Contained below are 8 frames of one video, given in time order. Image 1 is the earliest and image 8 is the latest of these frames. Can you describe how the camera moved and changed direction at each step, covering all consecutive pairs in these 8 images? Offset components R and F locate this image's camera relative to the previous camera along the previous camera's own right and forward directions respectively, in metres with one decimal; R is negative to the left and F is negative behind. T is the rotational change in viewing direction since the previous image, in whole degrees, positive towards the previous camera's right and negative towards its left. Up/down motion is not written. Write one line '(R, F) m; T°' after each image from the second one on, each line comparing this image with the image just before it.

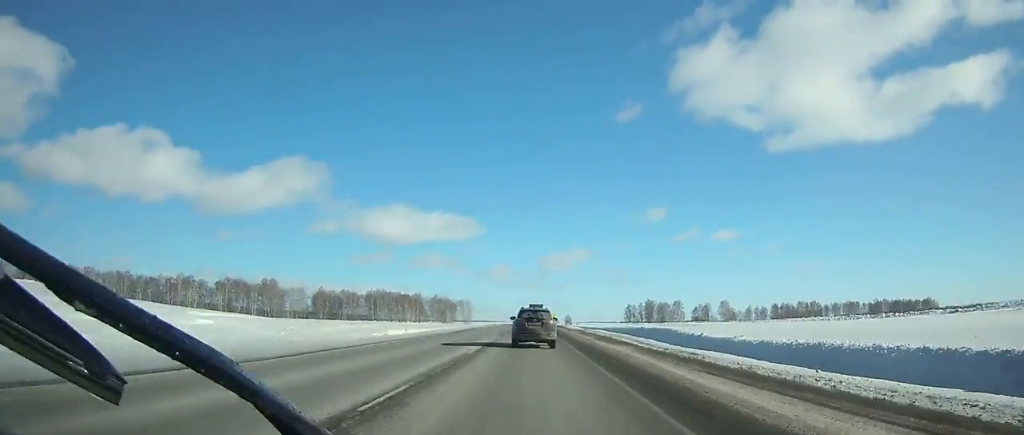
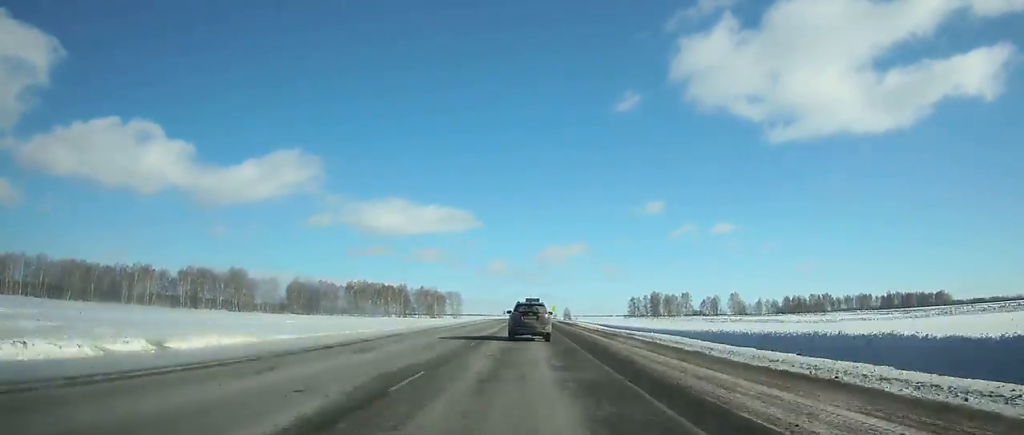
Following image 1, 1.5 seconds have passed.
(+0.1, +34.9) m; 0°
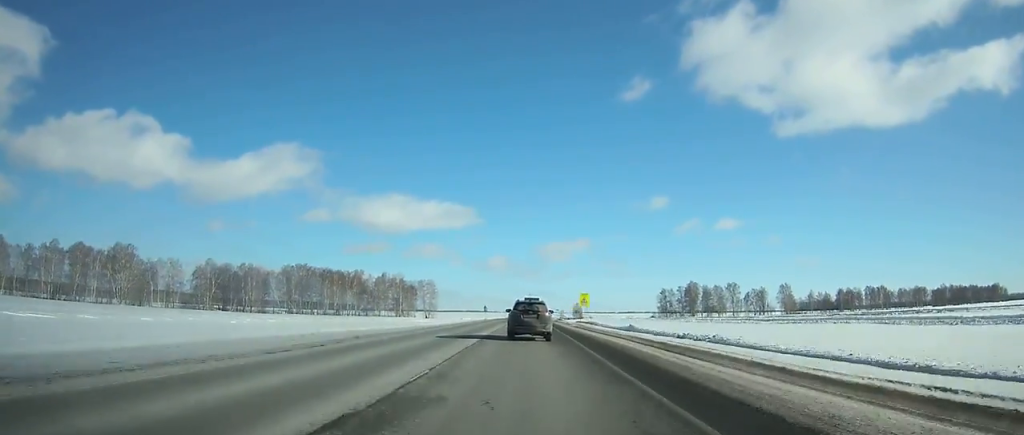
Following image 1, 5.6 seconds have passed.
(-0.2, +96.0) m; 0°
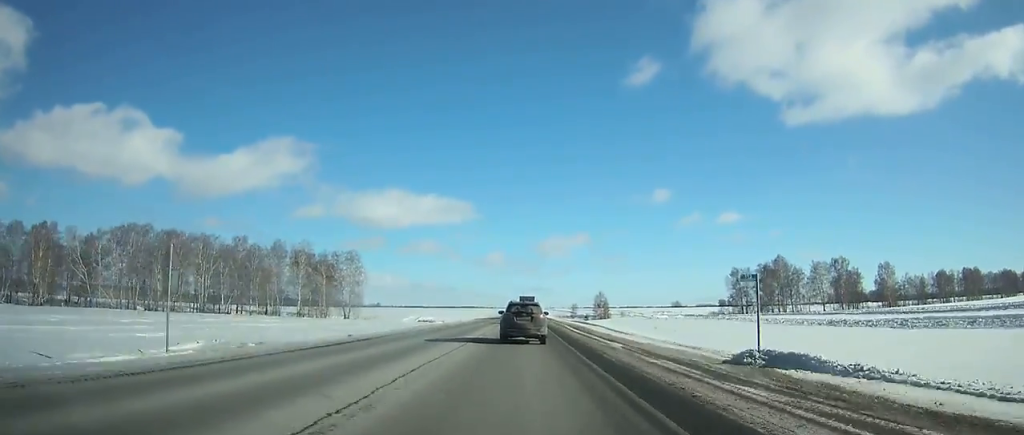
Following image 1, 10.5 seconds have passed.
(+0.5, +113.9) m; 0°
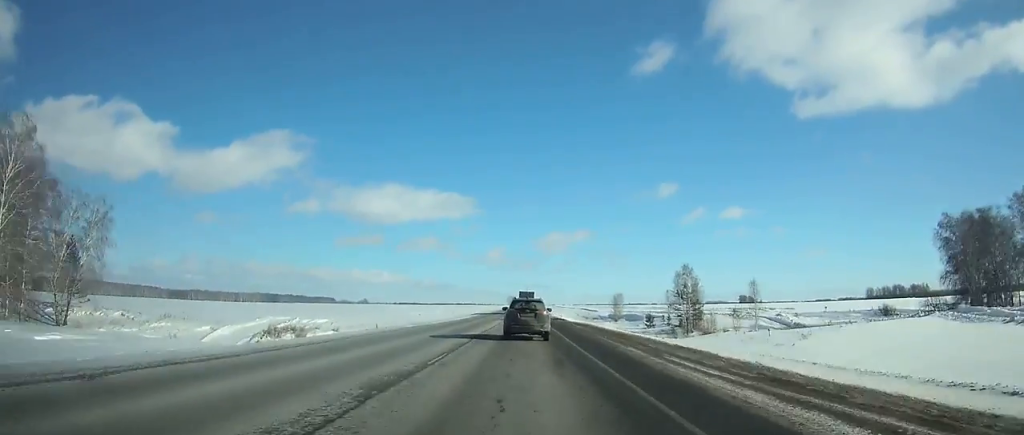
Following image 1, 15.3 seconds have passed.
(0.0, +110.0) m; 0°
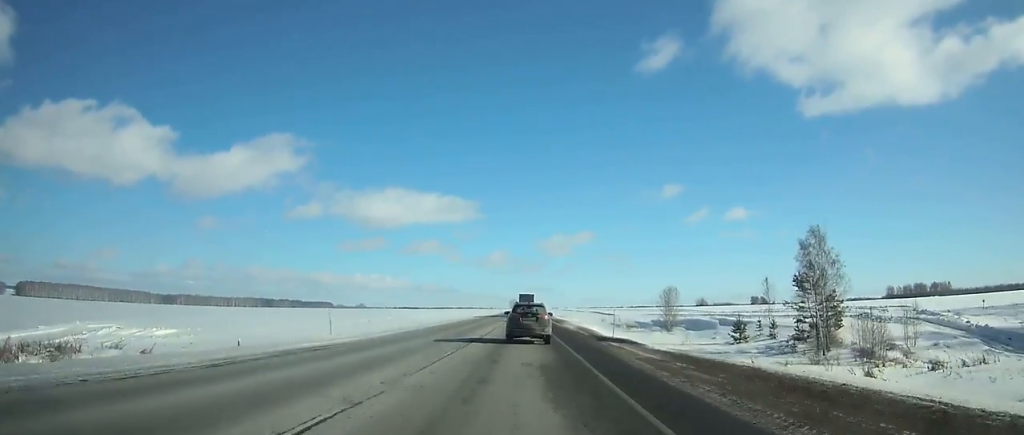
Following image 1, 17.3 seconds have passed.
(+0.1, +45.8) m; 0°
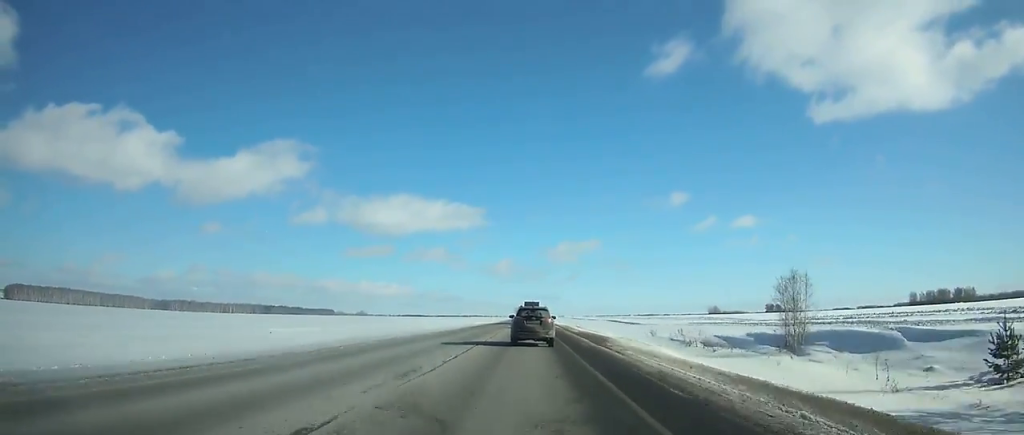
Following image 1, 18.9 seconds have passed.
(-0.1, +36.8) m; 0°
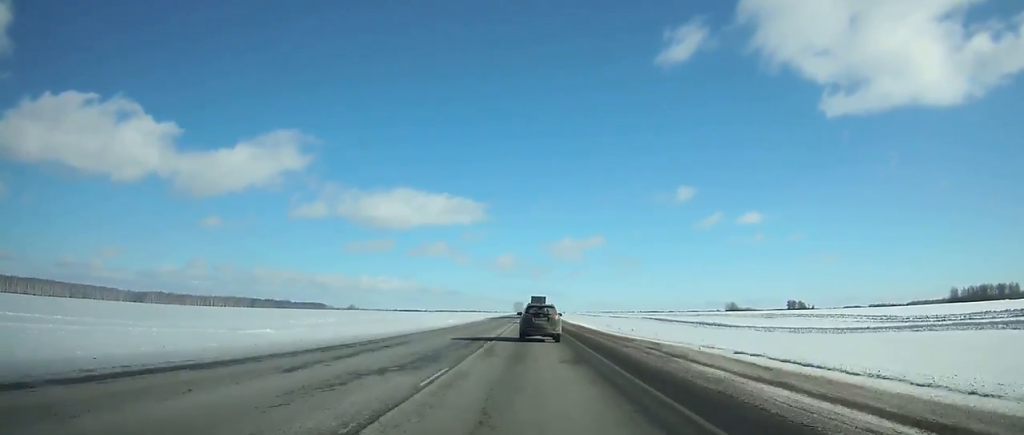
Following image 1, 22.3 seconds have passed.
(-0.3, +79.1) m; 0°
